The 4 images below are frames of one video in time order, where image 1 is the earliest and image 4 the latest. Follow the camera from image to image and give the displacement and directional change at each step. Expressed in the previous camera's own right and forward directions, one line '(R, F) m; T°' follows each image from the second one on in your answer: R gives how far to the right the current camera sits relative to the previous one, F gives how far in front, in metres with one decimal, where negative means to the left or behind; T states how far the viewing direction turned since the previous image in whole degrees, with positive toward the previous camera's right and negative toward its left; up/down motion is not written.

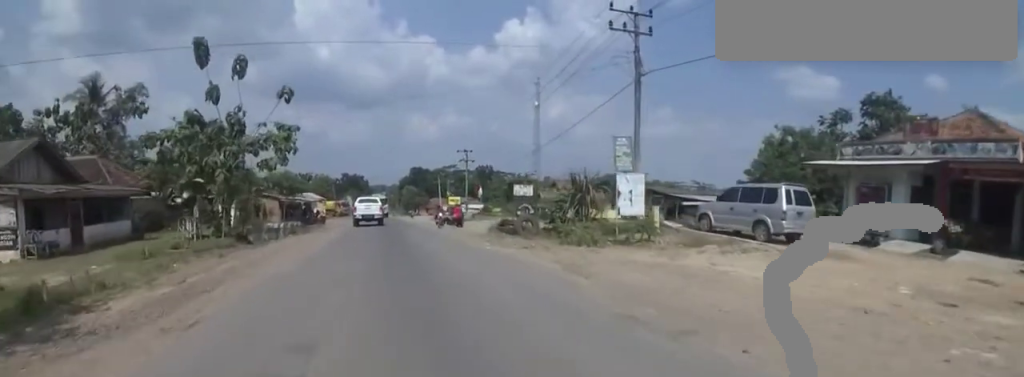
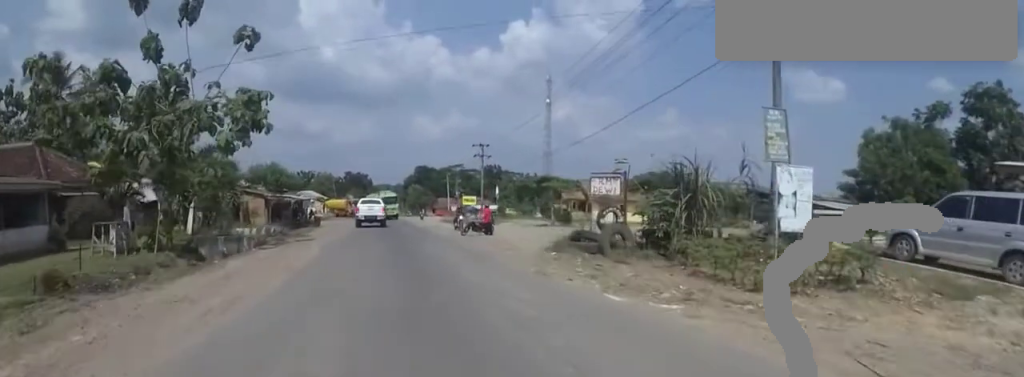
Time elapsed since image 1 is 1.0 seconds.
(0.0, +7.5) m; 0°
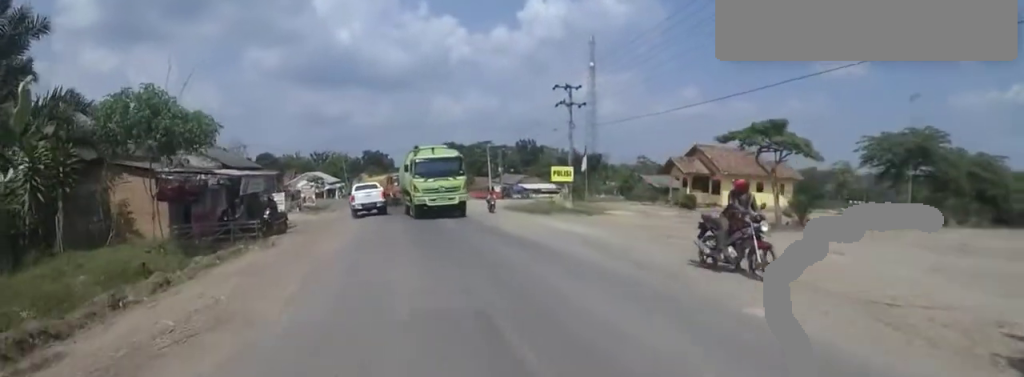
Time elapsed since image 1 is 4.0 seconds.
(0.0, +20.2) m; 0°
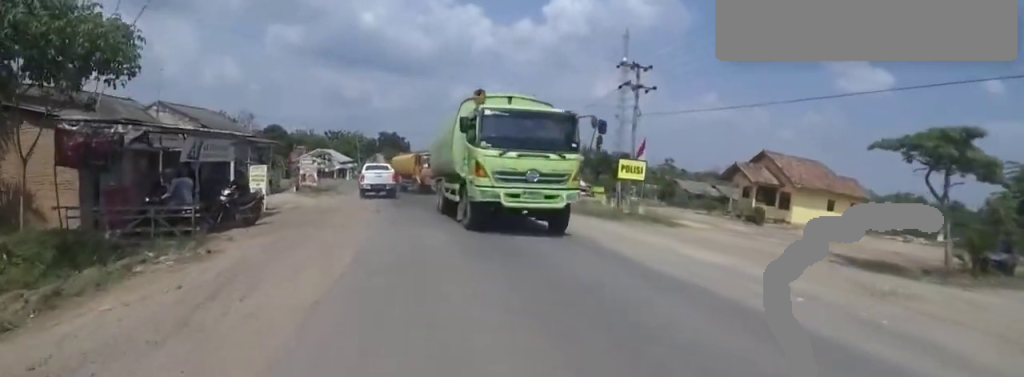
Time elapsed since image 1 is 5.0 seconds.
(0.0, +6.7) m; 0°
